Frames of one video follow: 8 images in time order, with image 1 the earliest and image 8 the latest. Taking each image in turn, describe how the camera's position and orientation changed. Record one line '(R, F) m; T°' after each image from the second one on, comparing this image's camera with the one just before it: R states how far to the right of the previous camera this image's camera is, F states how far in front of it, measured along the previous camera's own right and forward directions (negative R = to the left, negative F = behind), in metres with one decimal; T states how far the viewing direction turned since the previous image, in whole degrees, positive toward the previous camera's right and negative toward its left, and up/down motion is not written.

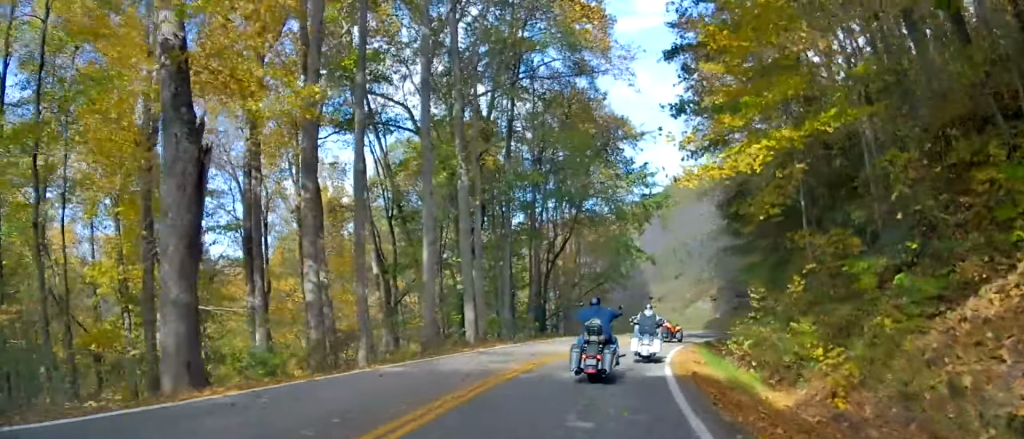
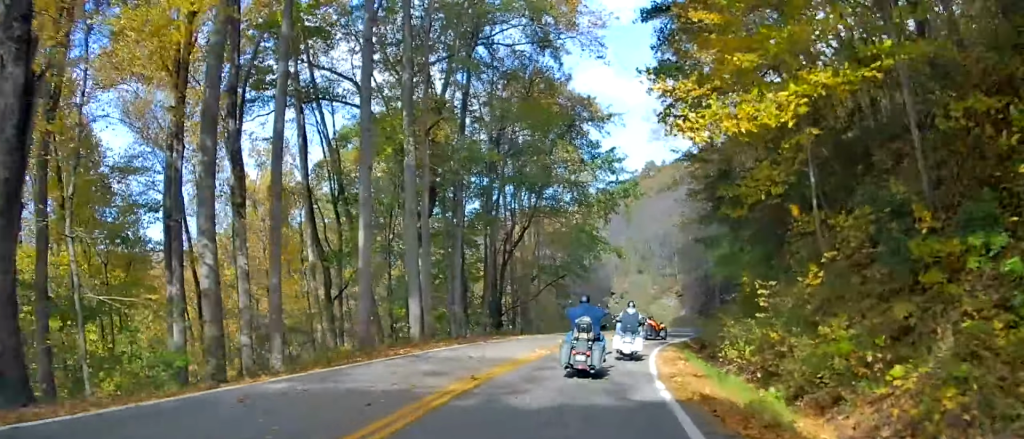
(+0.1, +4.6) m; +3°
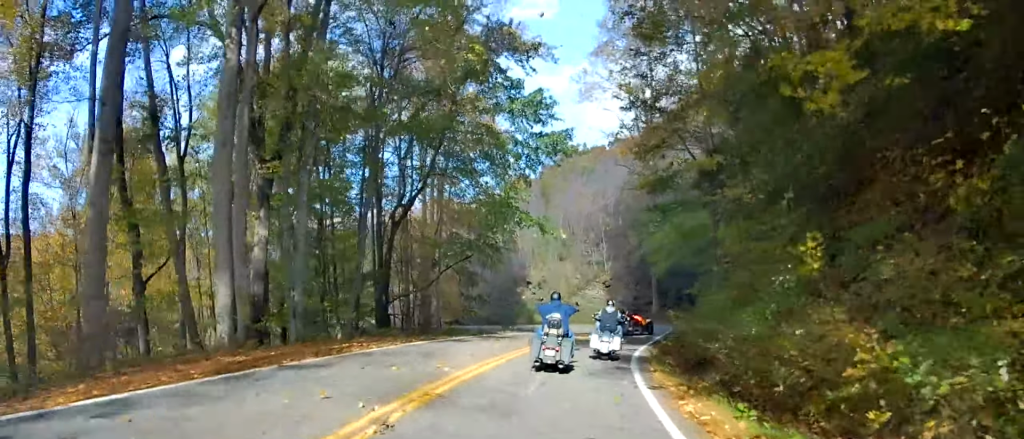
(+1.0, +13.7) m; +10°
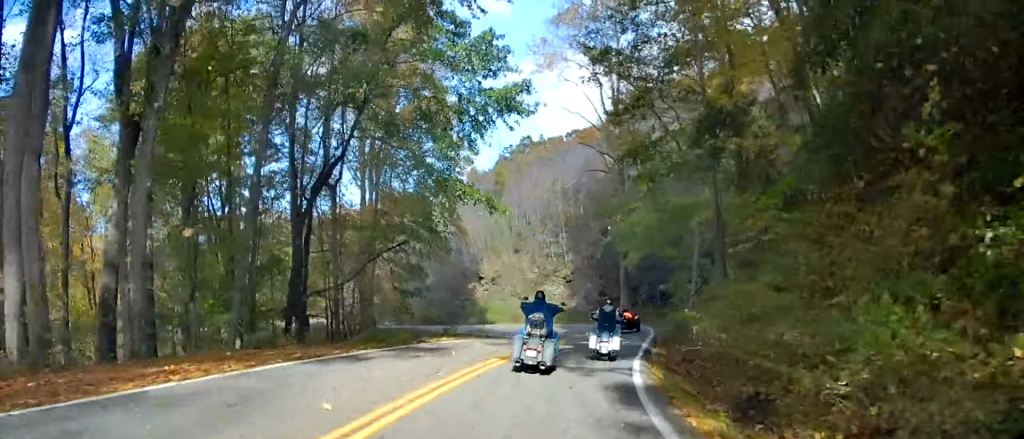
(+0.6, +8.3) m; +4°
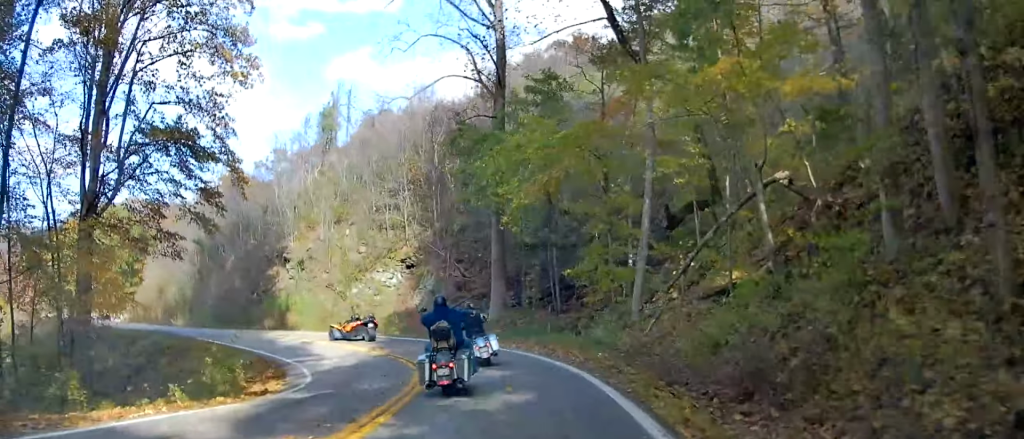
(+2.4, +26.0) m; +18°
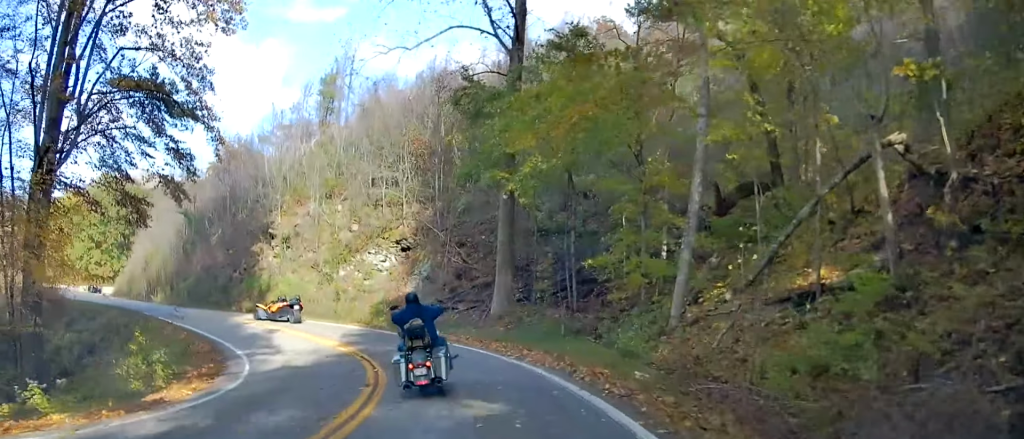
(+1.0, +5.6) m; +3°
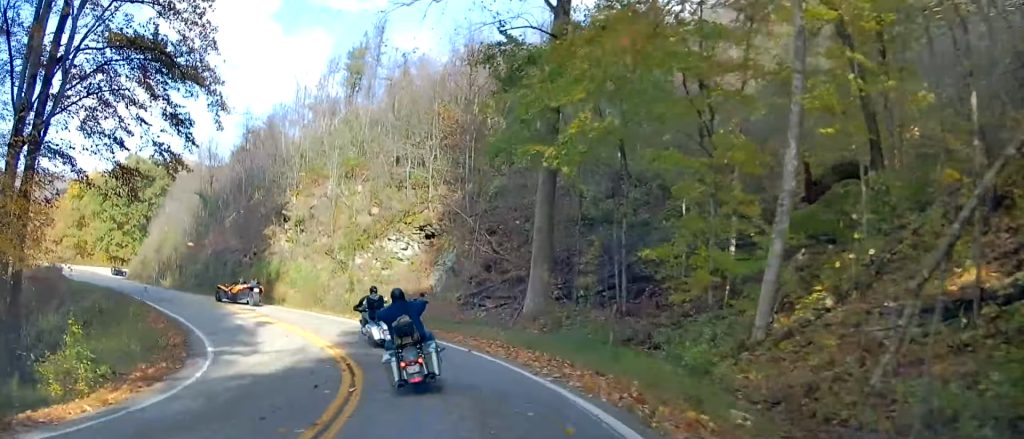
(+0.3, +4.6) m; 0°
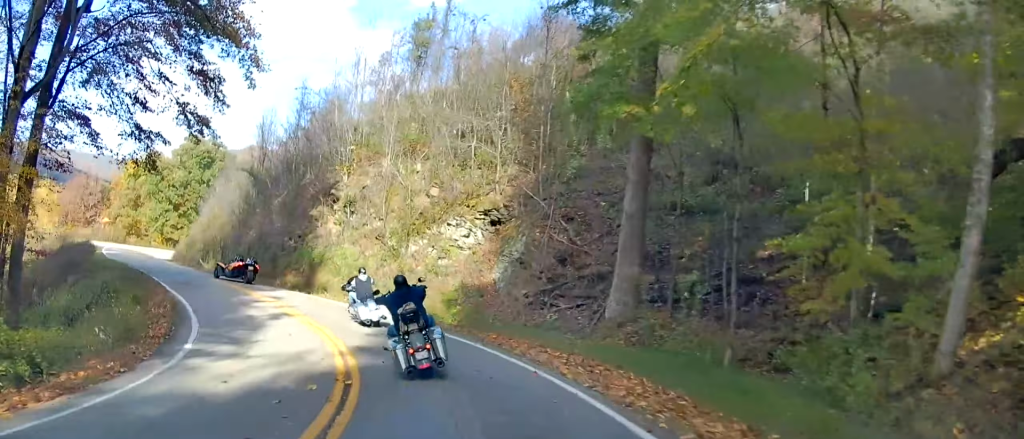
(-0.3, +4.8) m; -6°
